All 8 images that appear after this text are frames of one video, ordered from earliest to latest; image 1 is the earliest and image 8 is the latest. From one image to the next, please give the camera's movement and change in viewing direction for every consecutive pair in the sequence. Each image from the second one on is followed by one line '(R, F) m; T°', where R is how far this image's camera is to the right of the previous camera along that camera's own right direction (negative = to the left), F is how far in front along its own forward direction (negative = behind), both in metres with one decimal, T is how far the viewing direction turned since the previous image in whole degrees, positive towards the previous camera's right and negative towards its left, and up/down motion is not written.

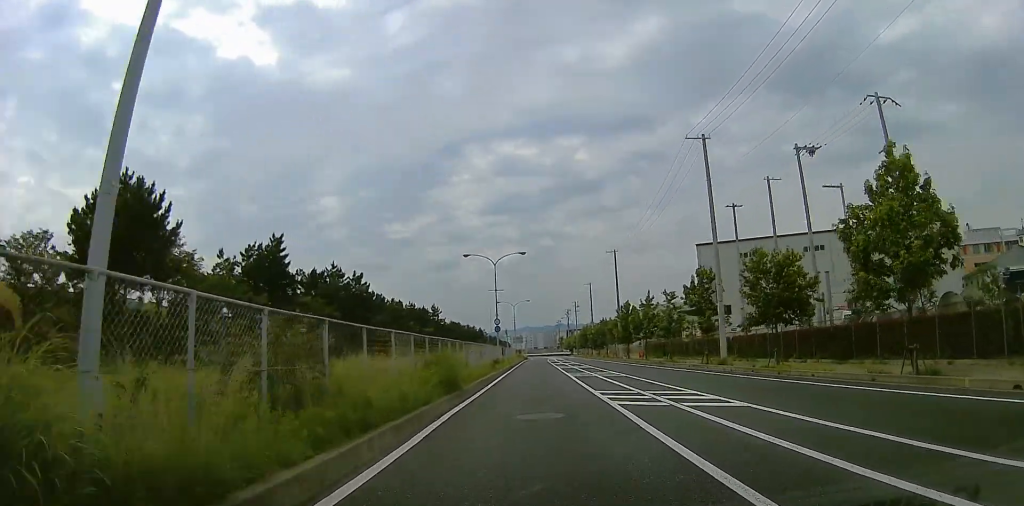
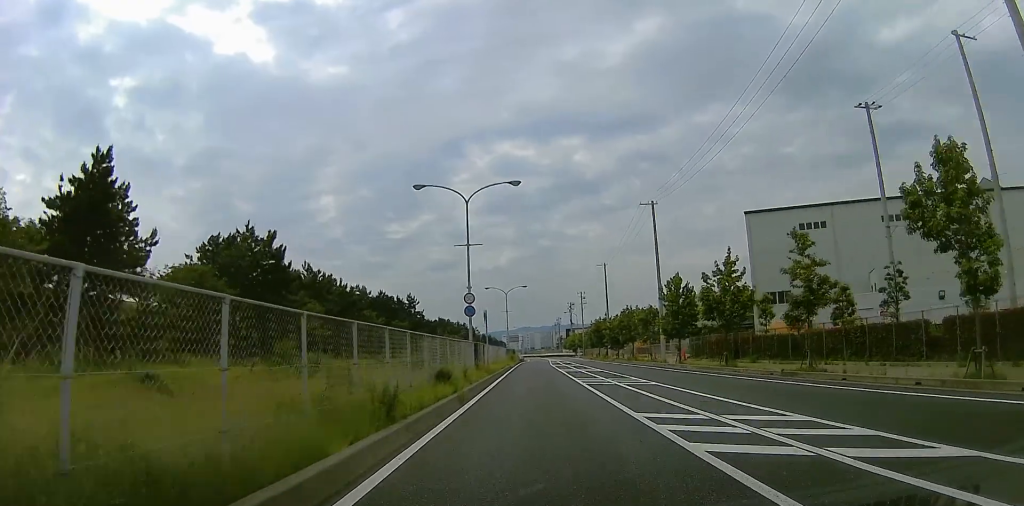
(0.0, +23.2) m; 0°
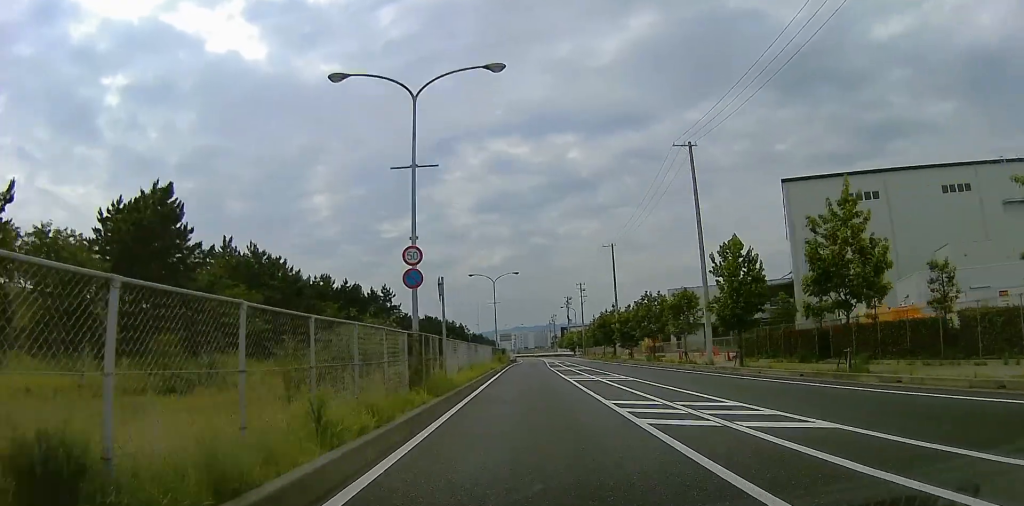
(+0.3, +13.4) m; 0°
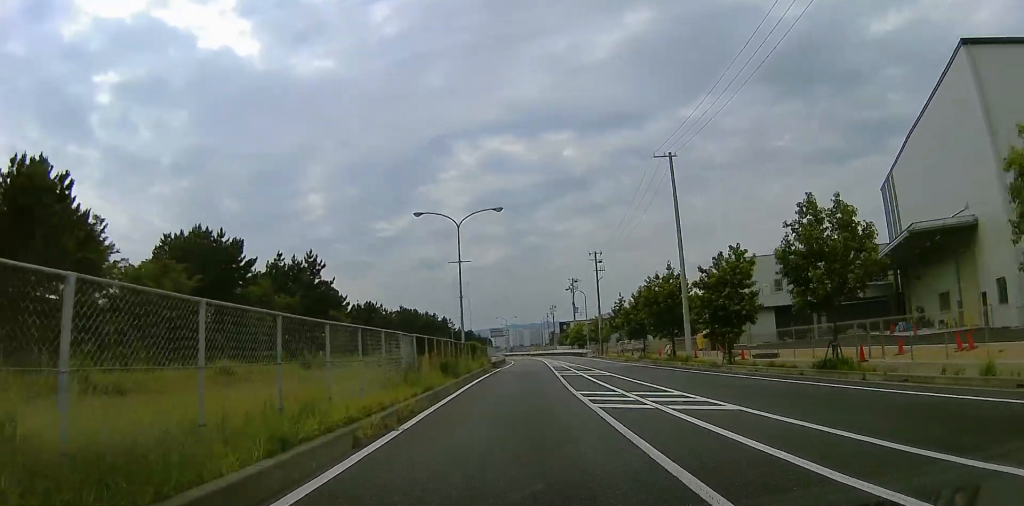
(0.0, +30.1) m; 0°
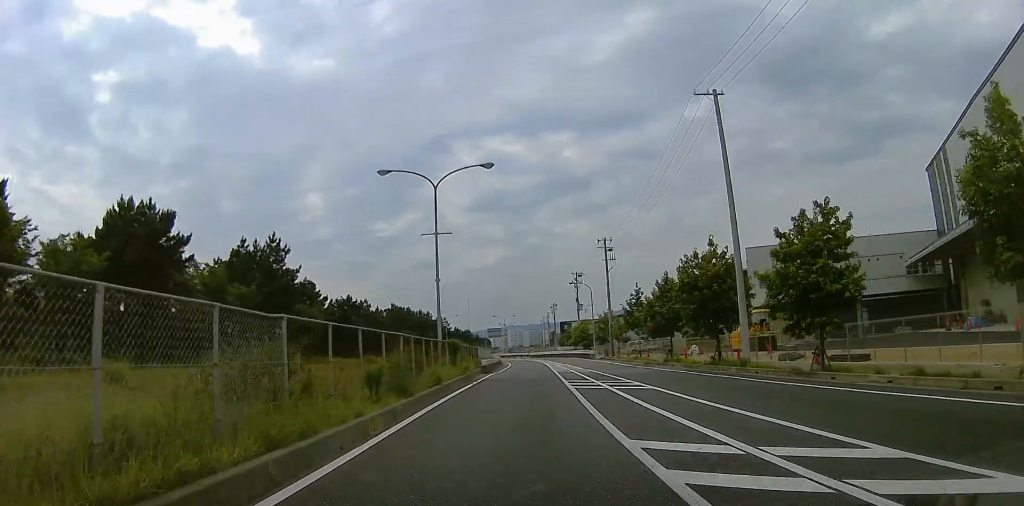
(-0.1, +9.7) m; 0°
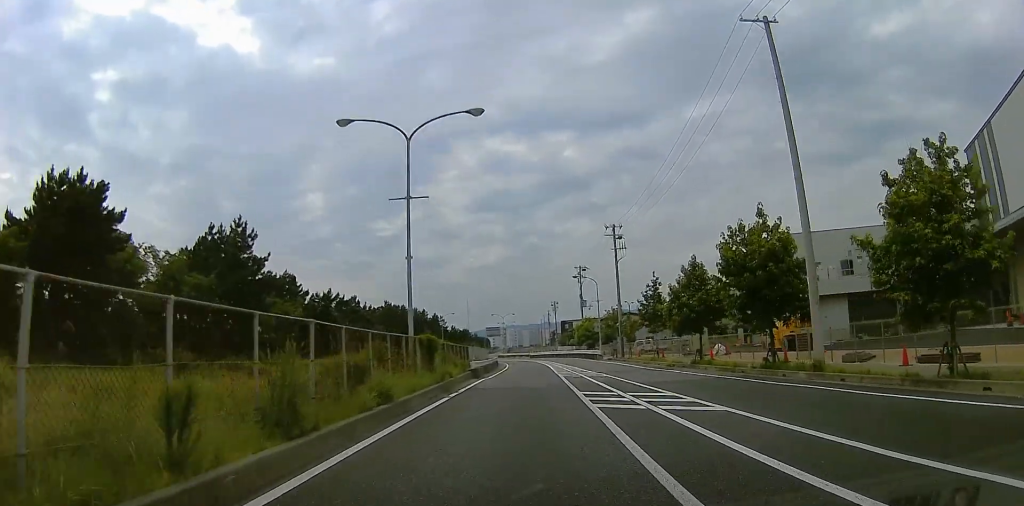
(-0.4, +7.0) m; 0°
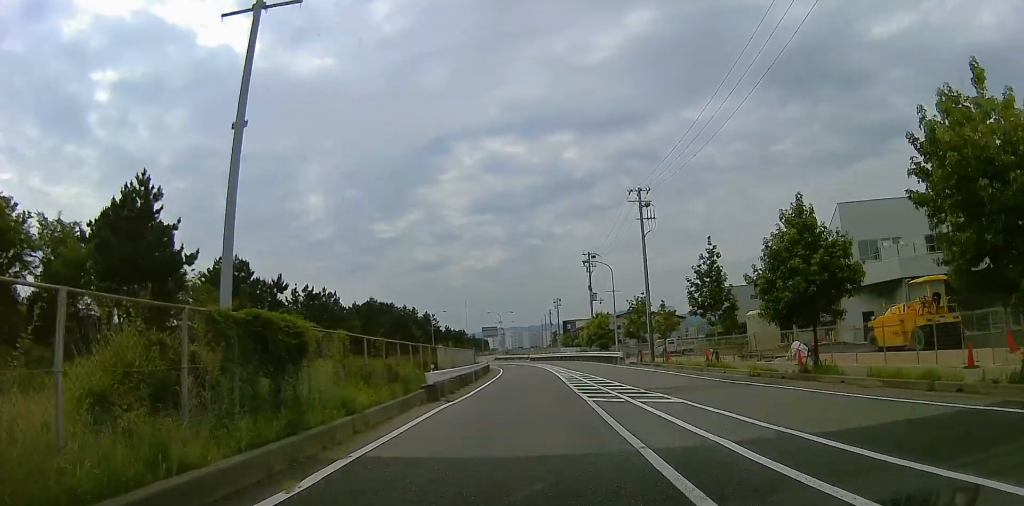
(+0.5, +13.8) m; 0°
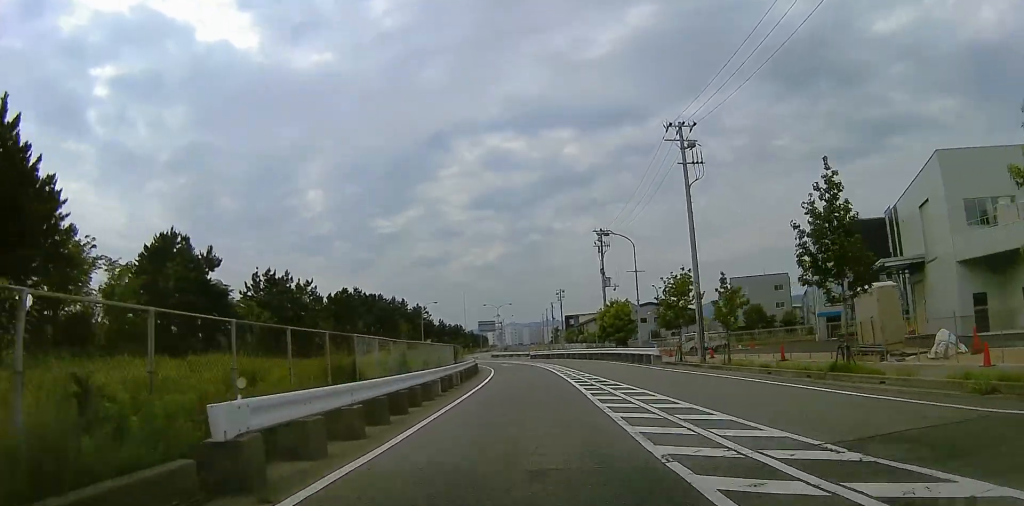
(-0.4, +12.6) m; 0°
